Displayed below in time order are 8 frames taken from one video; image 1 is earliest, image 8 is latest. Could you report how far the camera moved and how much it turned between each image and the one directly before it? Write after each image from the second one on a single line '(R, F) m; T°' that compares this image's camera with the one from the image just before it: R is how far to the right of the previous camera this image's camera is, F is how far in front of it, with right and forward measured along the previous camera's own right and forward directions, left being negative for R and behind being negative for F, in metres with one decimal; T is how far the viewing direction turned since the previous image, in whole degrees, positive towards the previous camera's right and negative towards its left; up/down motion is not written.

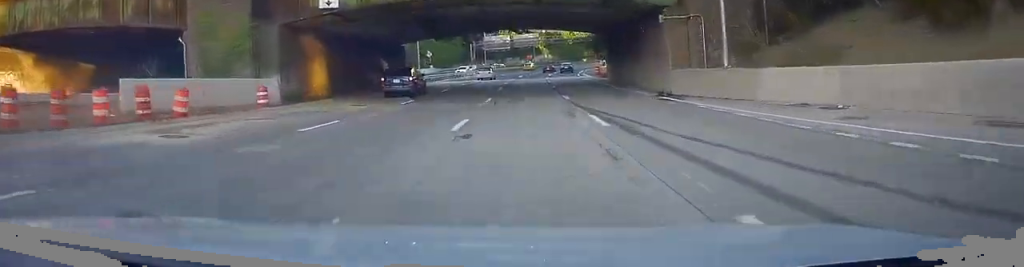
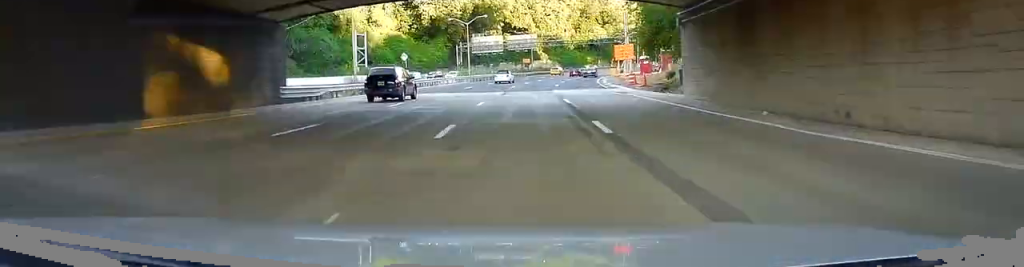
(+1.3, +26.0) m; +3°
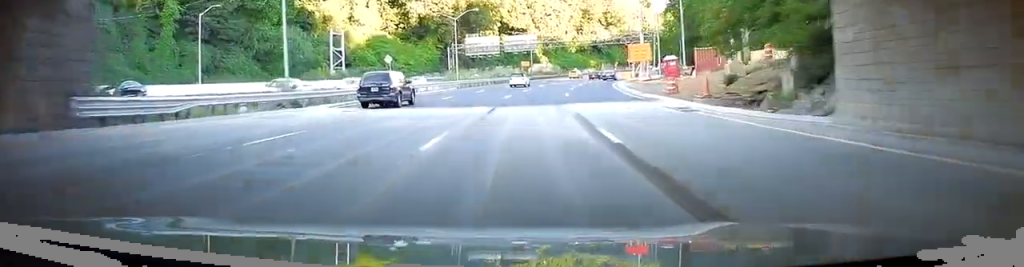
(+0.2, +13.4) m; +1°
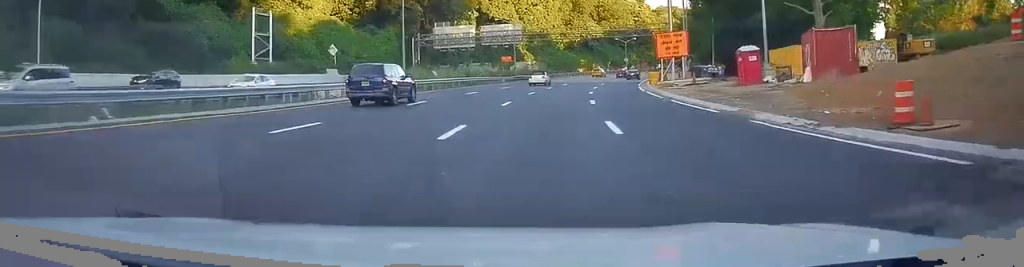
(-0.4, +23.4) m; +3°
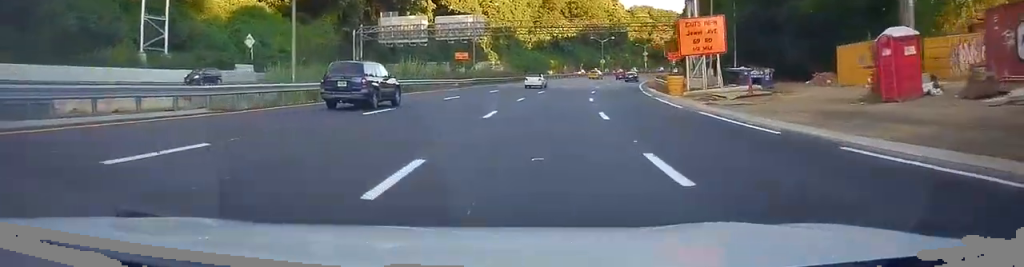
(+1.1, +17.5) m; +4°
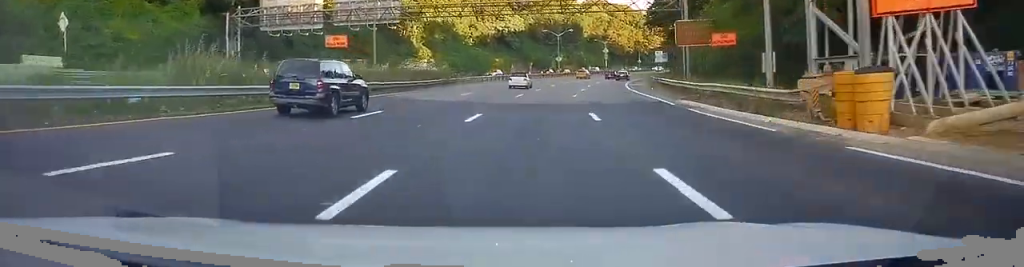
(+1.1, +24.9) m; +5°
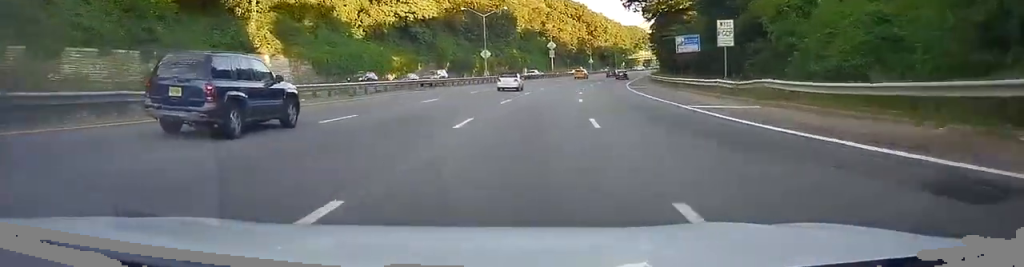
(+3.5, +44.3) m; +8°
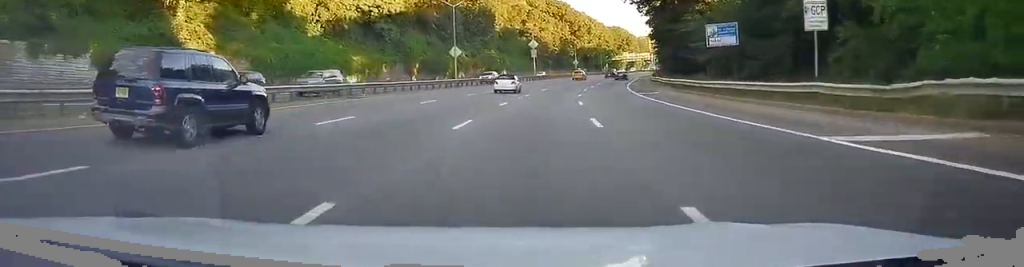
(+0.4, +12.2) m; +1°
